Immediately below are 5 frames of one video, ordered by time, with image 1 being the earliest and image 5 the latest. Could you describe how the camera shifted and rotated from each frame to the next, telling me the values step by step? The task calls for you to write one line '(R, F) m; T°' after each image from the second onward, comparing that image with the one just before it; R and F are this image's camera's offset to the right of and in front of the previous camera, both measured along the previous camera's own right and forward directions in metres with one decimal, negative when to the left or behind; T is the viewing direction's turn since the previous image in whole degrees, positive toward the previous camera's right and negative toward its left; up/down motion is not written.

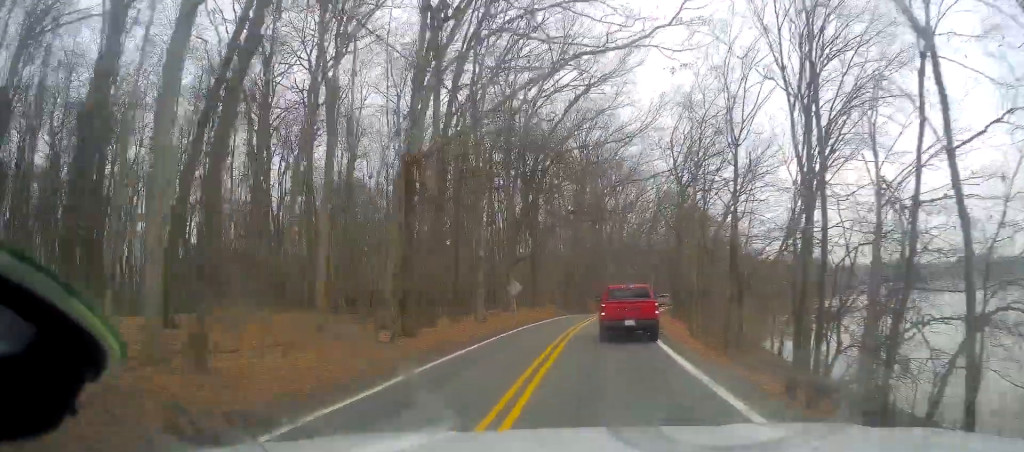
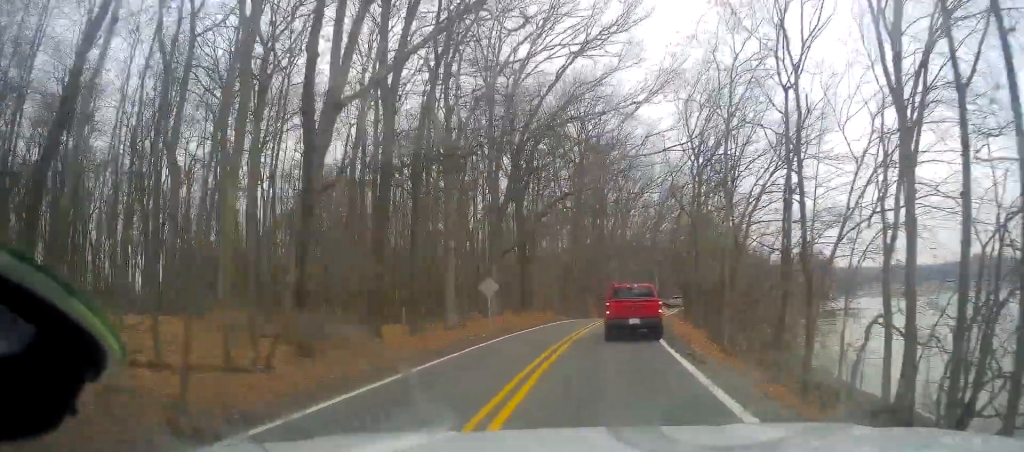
(0.0, +8.7) m; -1°
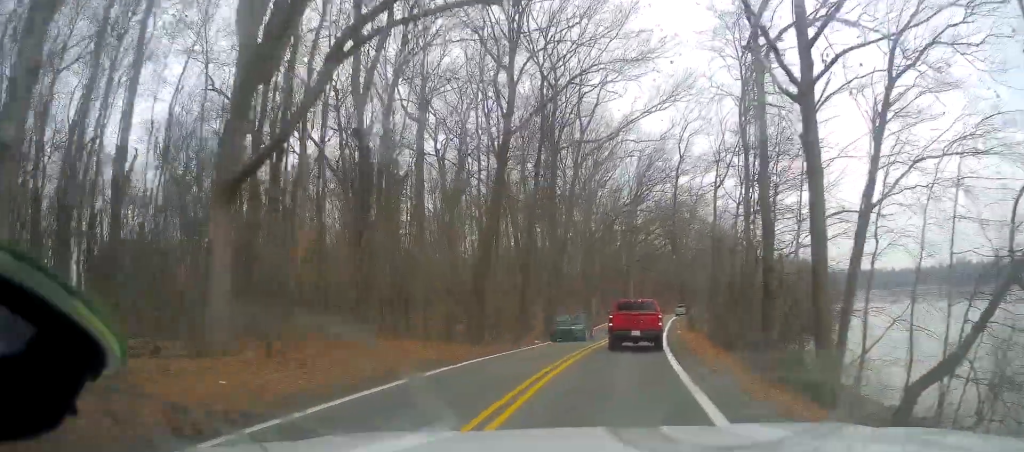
(-0.3, +28.1) m; +2°
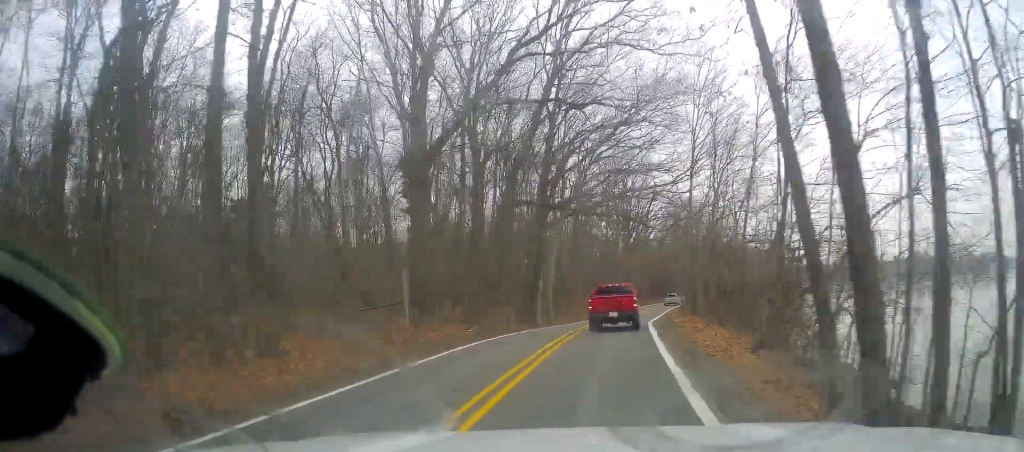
(+1.2, +39.7) m; +3°
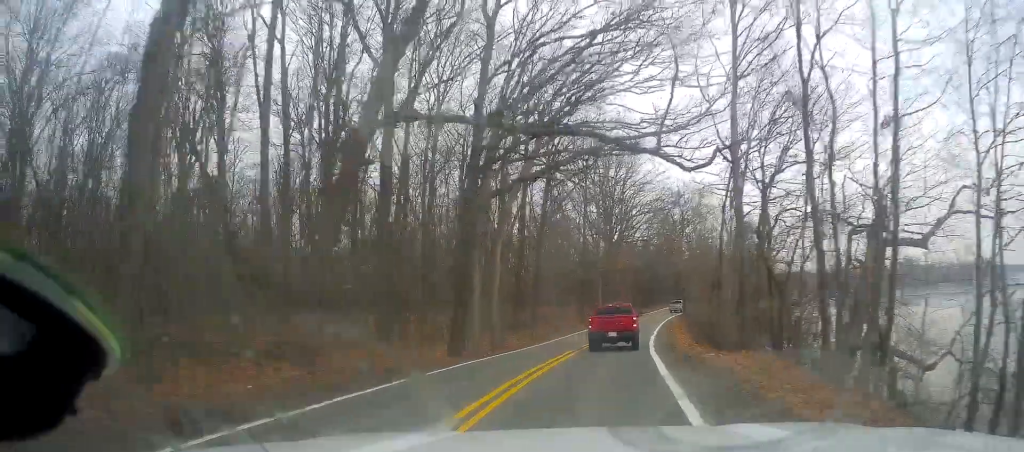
(+0.1, +15.6) m; +3°
